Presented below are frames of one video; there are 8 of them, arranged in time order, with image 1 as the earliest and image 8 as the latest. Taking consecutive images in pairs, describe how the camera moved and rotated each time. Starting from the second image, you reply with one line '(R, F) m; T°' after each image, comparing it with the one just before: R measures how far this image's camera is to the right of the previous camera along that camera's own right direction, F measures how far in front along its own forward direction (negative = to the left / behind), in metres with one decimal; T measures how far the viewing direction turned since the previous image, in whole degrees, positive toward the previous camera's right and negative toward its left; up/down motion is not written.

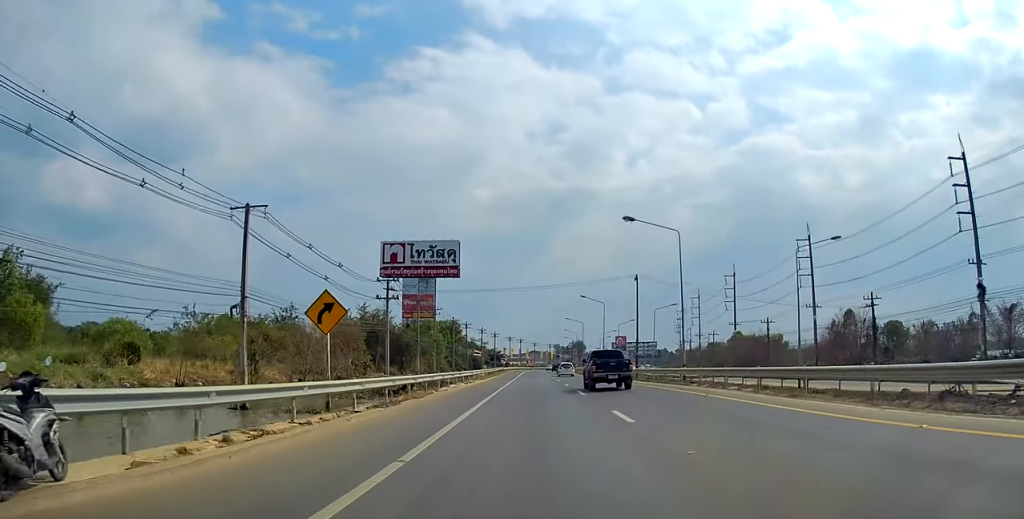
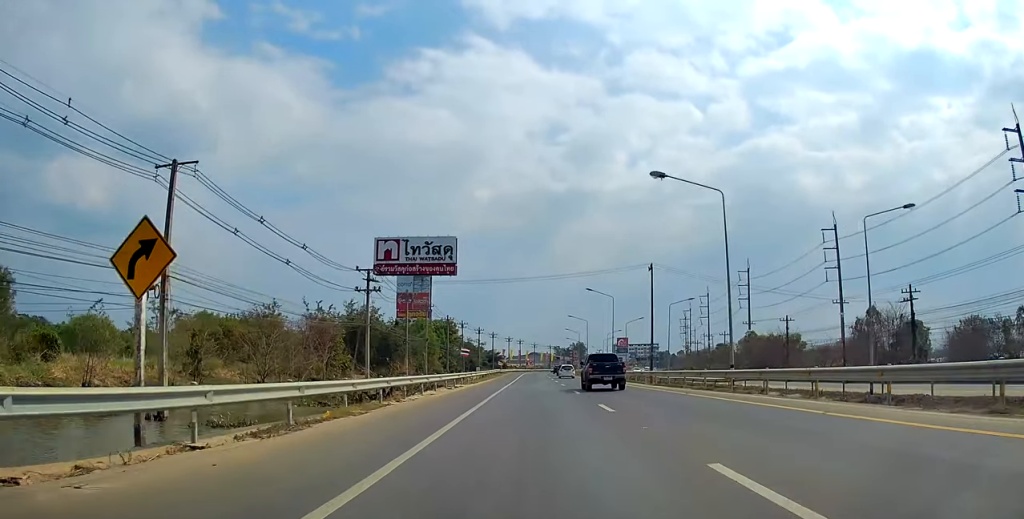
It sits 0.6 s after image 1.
(-0.4, +9.4) m; 0°
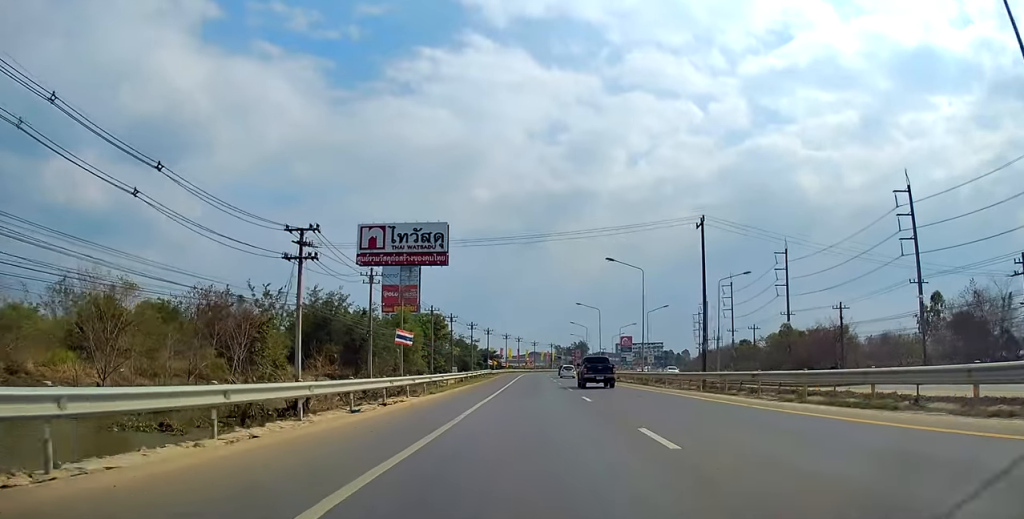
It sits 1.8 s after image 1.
(+0.3, +20.4) m; 0°
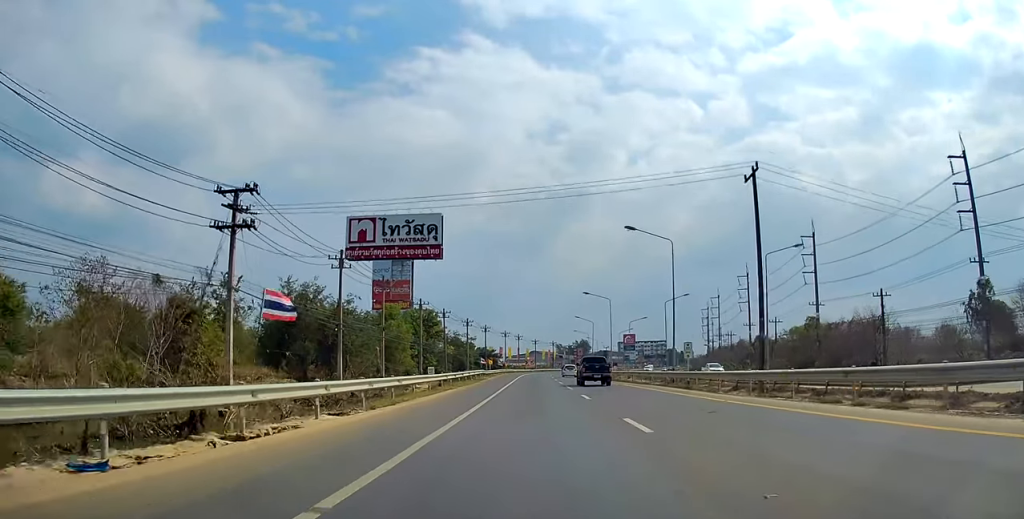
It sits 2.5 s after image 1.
(-0.3, +11.8) m; 0°
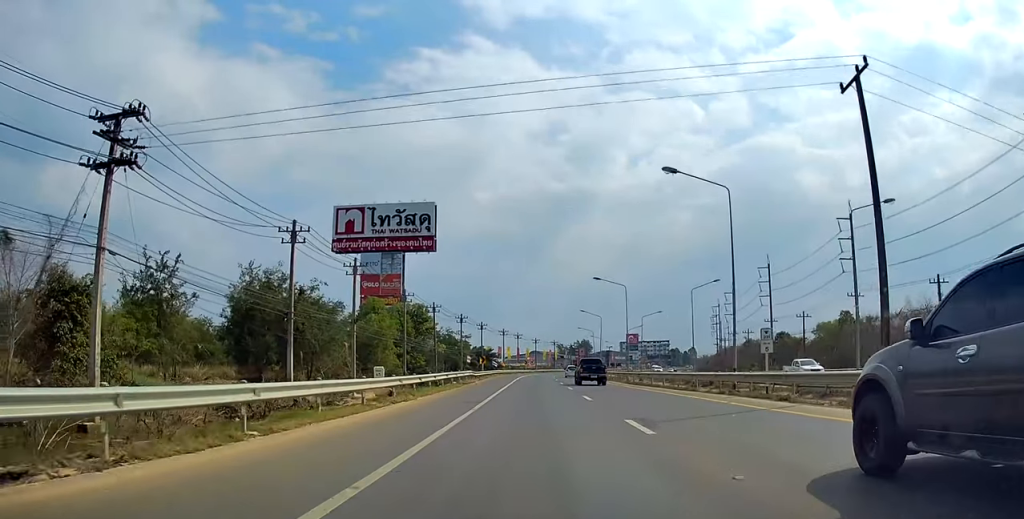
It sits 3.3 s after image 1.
(-0.2, +12.3) m; +1°
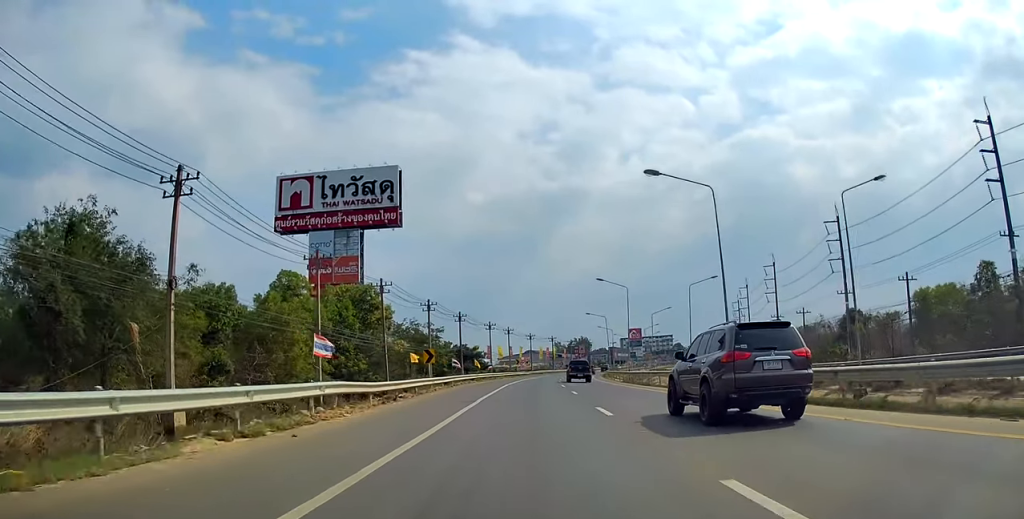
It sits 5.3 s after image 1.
(+1.9, +33.5) m; +5°
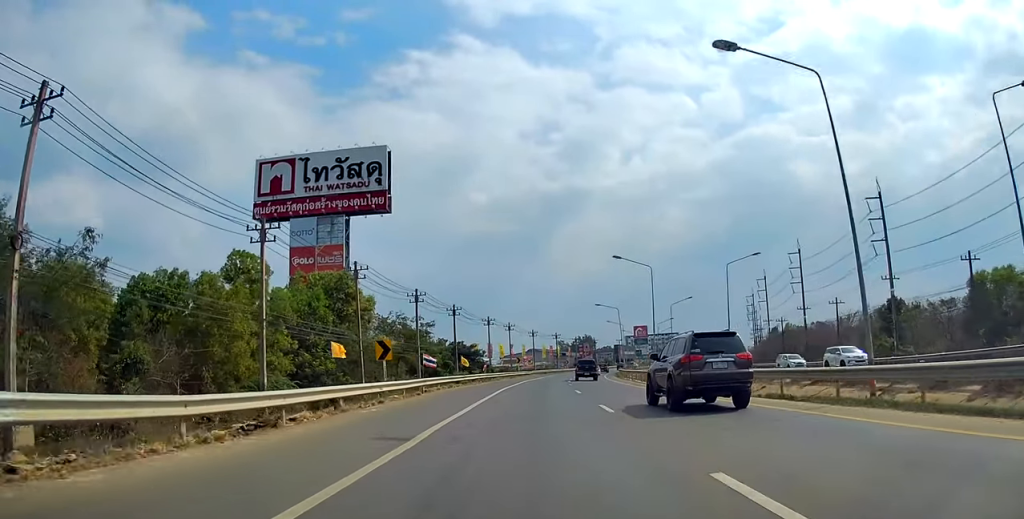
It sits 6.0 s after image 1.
(+0.6, +12.2) m; 0°
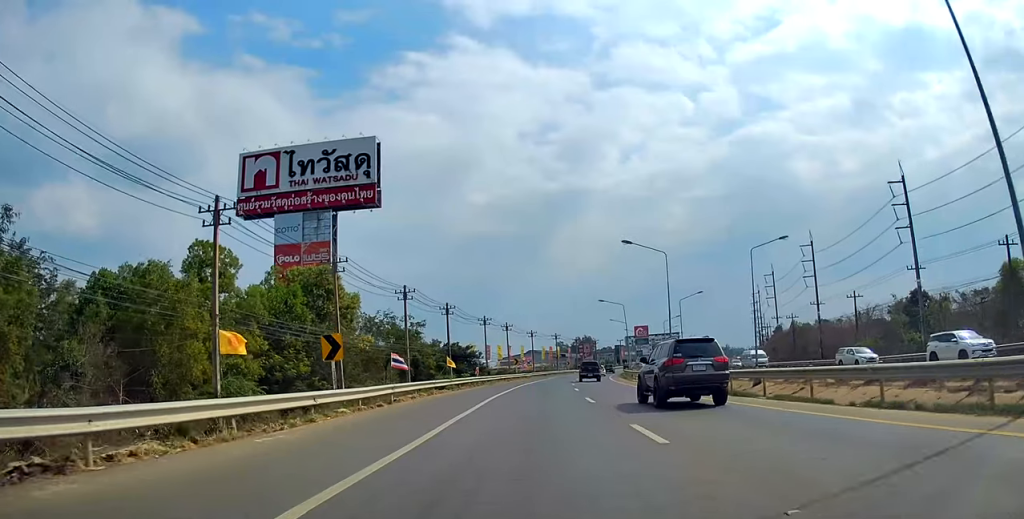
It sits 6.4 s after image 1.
(-0.3, +6.9) m; -1°
